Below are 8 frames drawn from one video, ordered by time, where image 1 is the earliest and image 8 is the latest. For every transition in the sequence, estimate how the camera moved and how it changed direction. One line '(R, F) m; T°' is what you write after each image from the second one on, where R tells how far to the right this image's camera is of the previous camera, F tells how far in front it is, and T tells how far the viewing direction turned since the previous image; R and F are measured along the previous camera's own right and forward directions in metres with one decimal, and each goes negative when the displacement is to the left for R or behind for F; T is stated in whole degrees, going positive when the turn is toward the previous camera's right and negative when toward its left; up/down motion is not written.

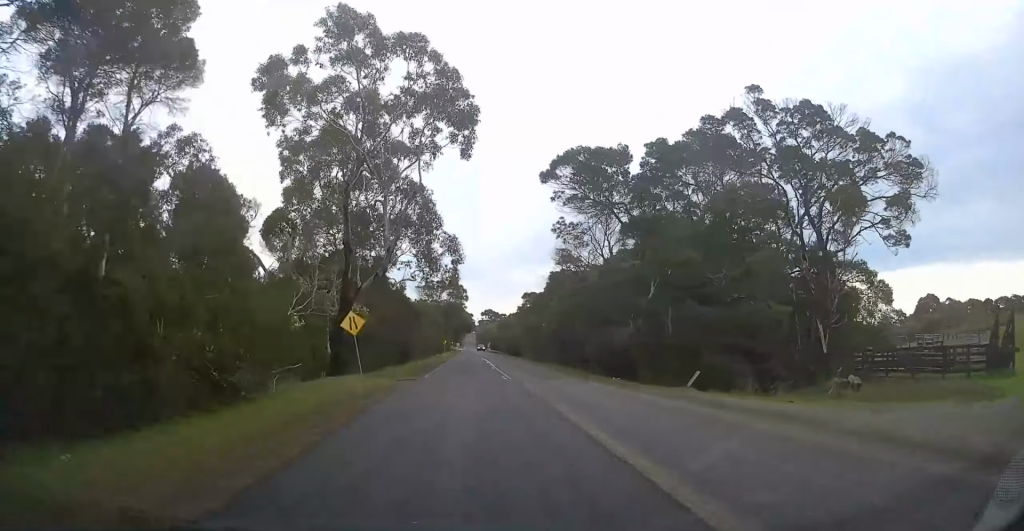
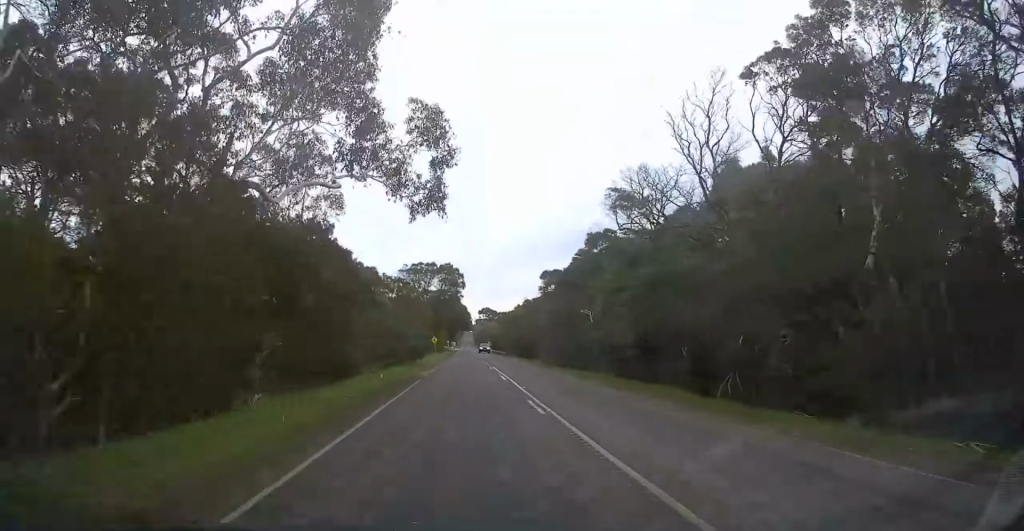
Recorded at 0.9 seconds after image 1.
(+0.1, +24.7) m; 0°
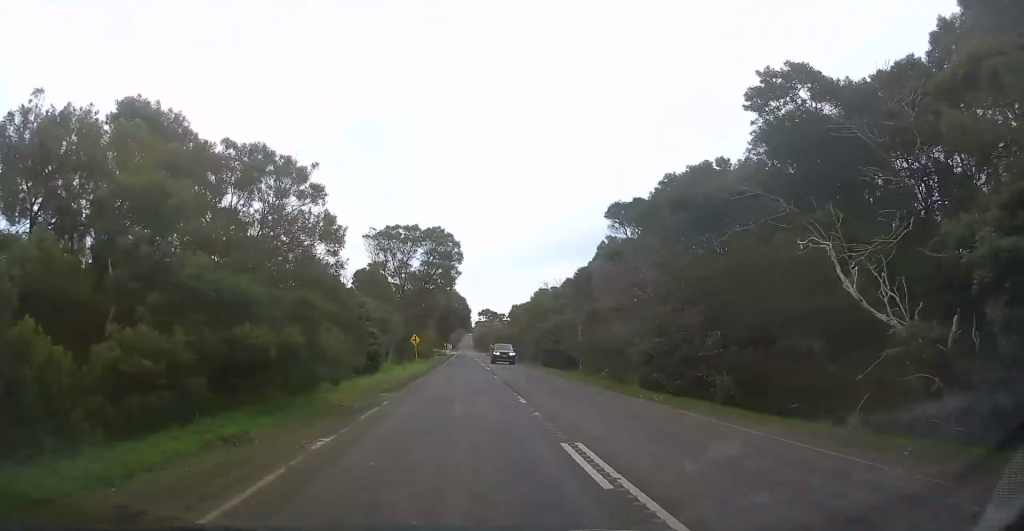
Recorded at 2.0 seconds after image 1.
(-0.1, +29.8) m; -1°
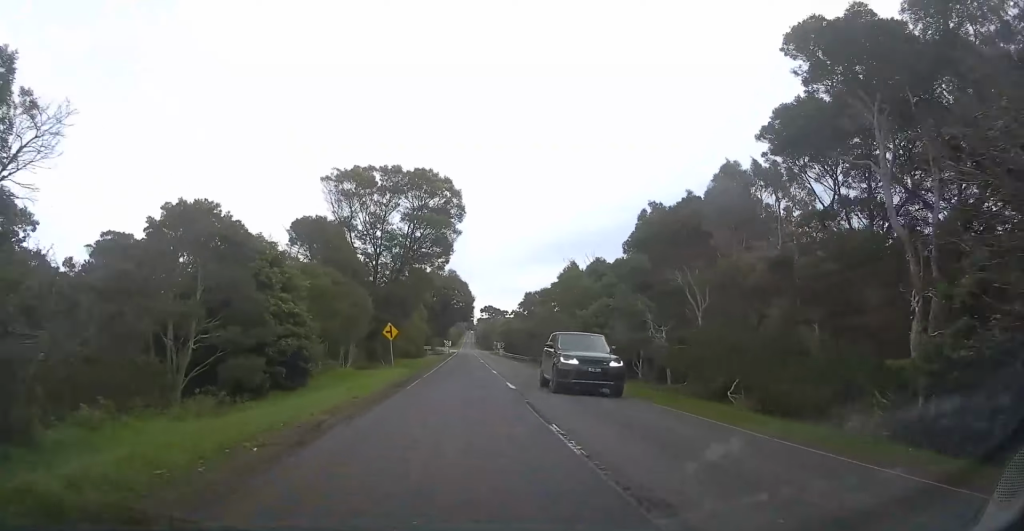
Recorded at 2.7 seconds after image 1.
(-0.2, +18.9) m; 0°
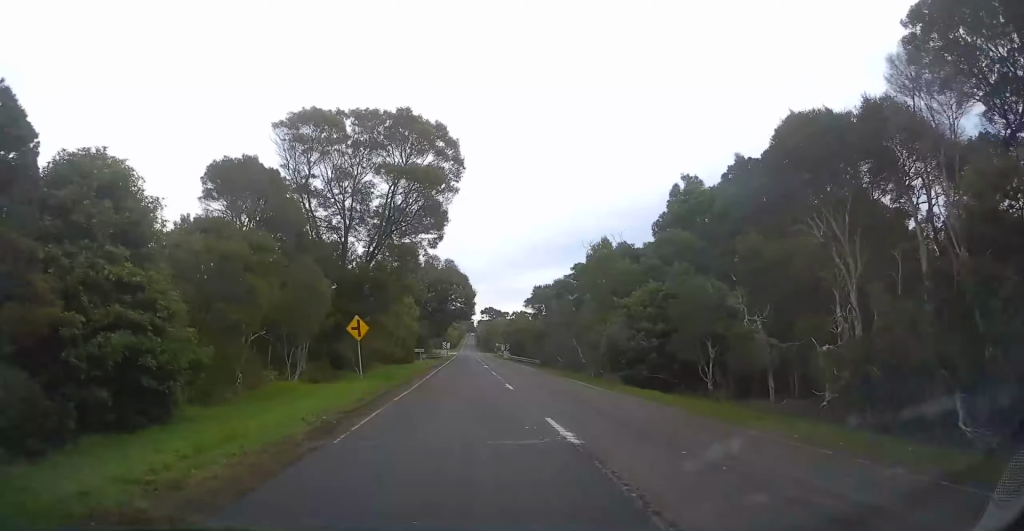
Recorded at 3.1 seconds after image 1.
(0.0, +11.1) m; 0°
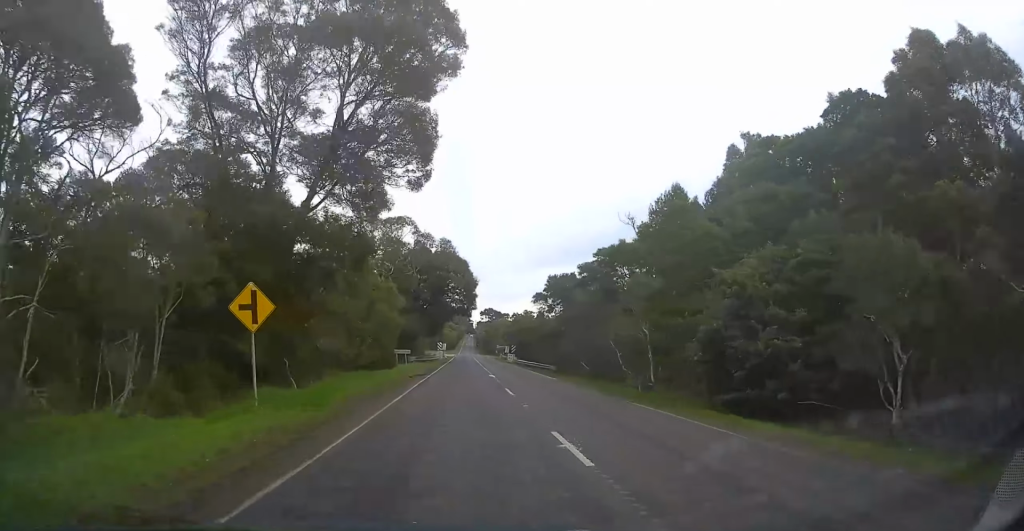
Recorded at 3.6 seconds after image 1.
(+0.2, +13.5) m; 0°
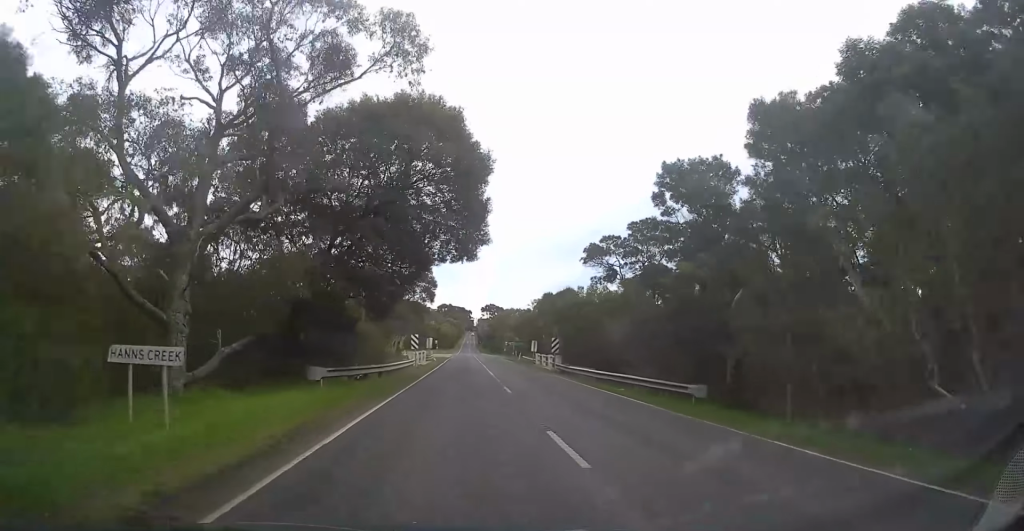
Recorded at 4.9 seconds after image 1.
(-0.3, +35.9) m; 0°
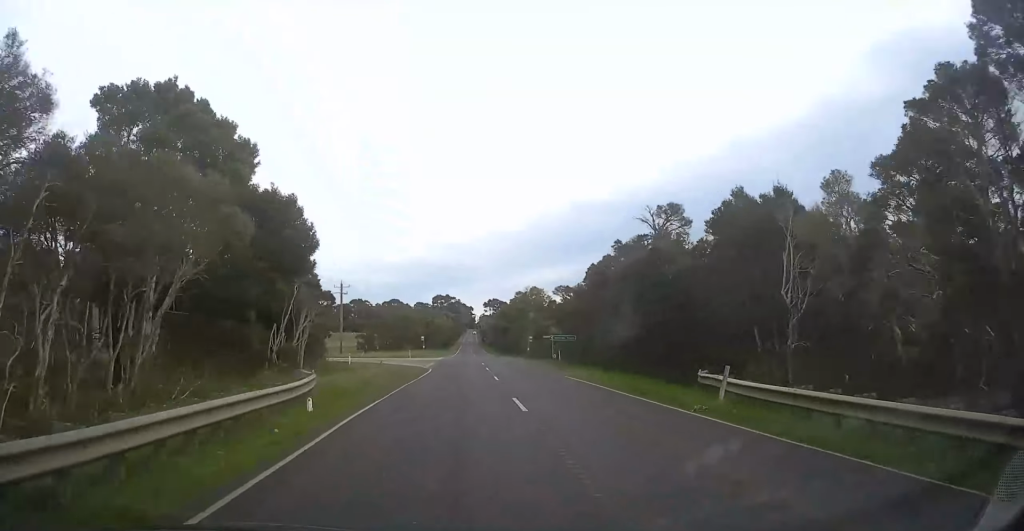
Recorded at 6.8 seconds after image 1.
(+0.4, +52.9) m; 0°
